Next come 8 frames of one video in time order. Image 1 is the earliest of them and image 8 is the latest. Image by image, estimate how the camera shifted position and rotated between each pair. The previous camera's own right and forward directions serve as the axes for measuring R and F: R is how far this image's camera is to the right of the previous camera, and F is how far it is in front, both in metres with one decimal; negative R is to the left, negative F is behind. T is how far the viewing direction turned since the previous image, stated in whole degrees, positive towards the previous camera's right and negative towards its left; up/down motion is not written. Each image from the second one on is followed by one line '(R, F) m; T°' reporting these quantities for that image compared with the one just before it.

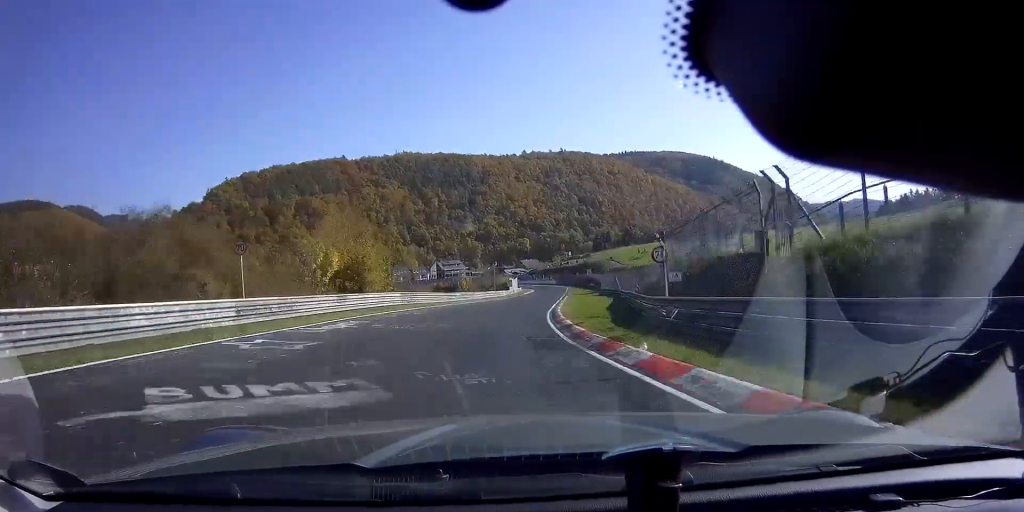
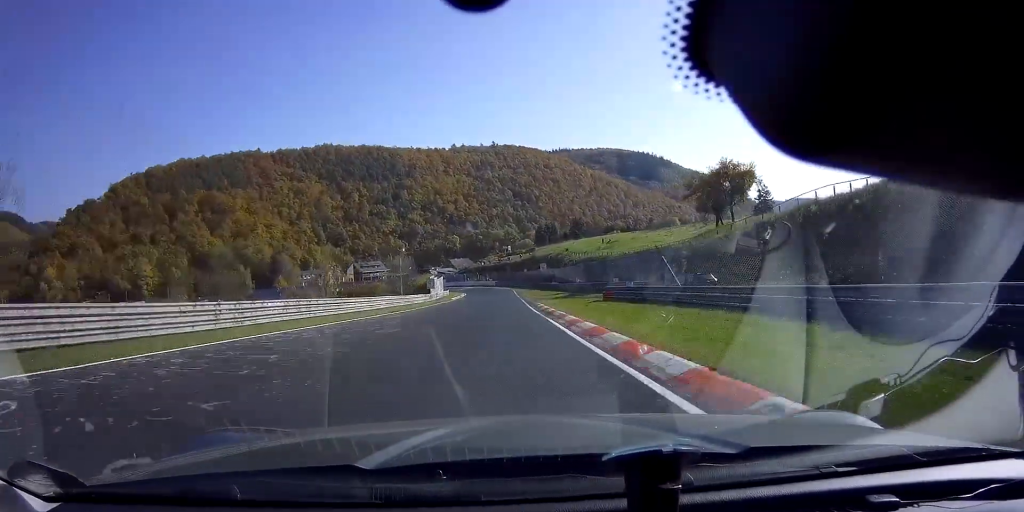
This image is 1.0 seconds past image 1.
(+2.2, +38.6) m; +5°
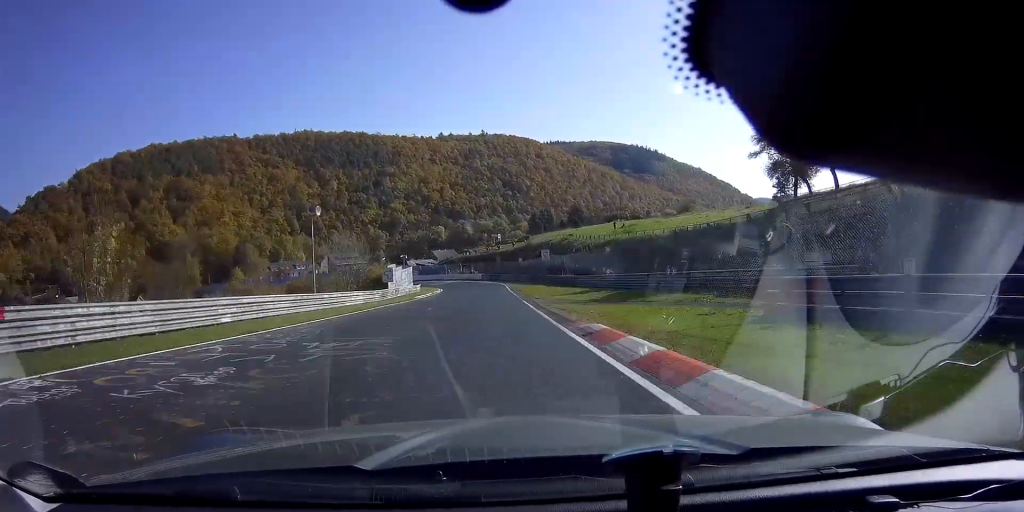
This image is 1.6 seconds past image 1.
(+0.6, +24.0) m; +1°
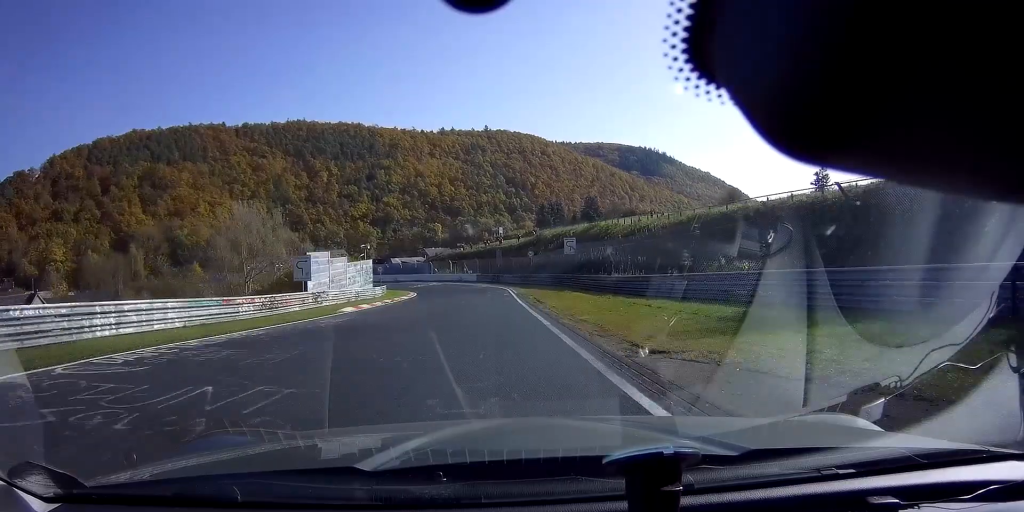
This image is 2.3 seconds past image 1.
(+0.5, +25.1) m; -1°
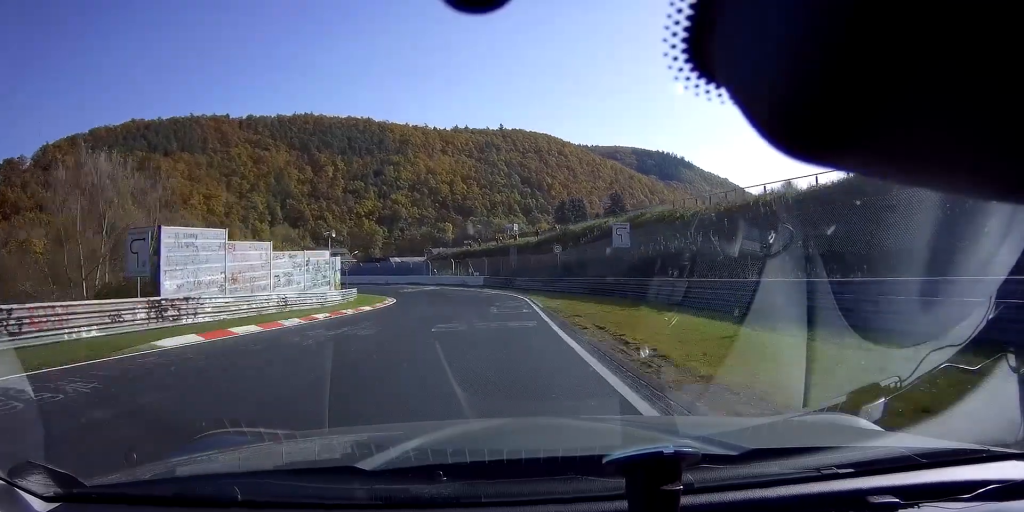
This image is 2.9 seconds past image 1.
(-0.5, +16.7) m; -4°
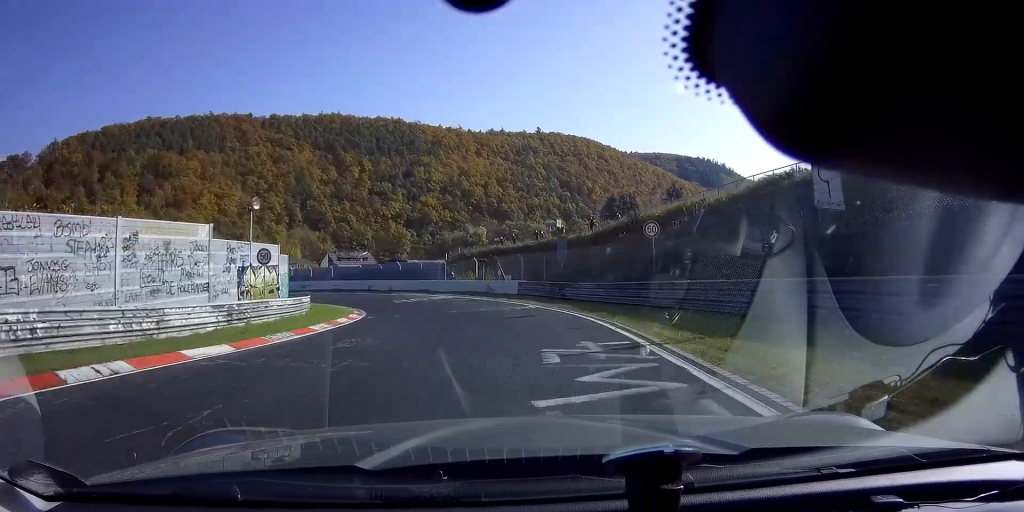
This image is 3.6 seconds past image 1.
(-0.4, +20.9) m; -7°
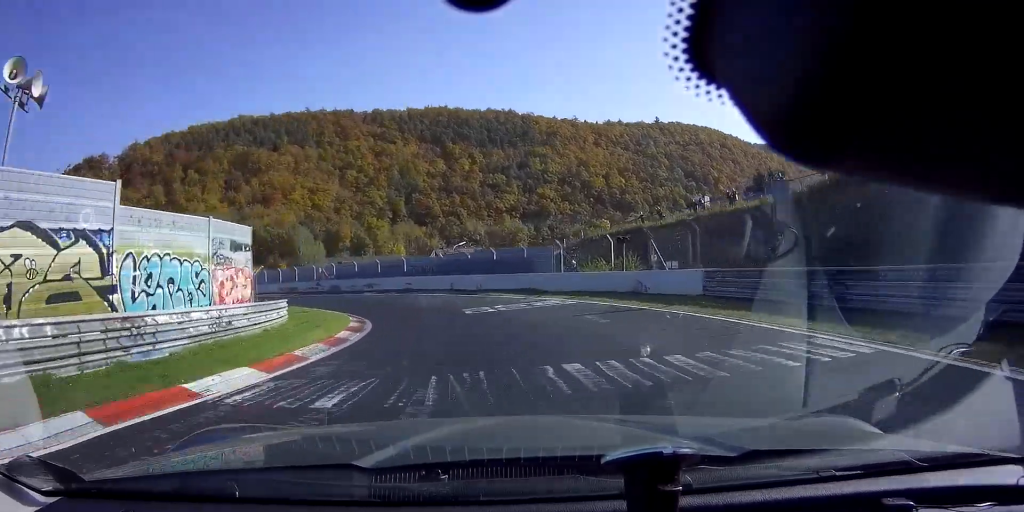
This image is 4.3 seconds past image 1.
(-1.2, +20.0) m; -13°
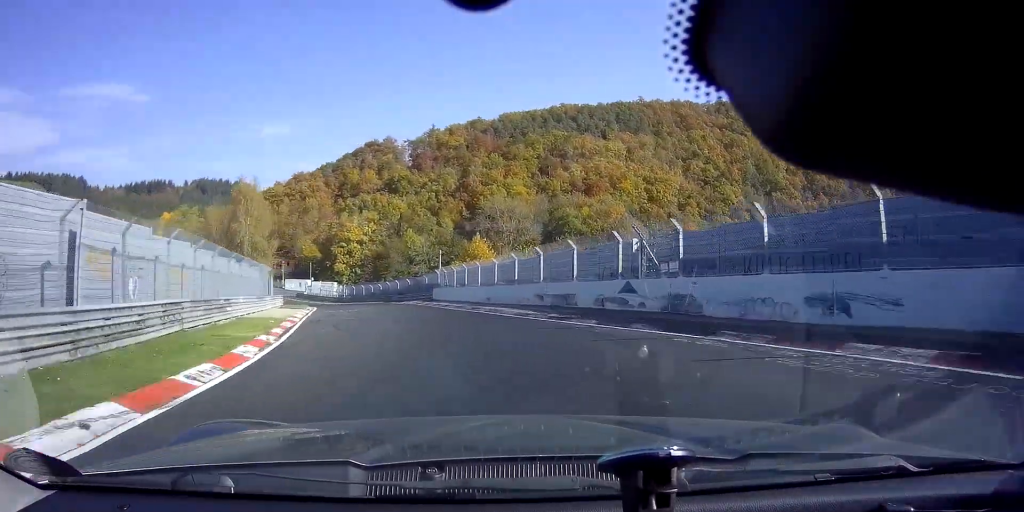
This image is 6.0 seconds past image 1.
(-13.3, +39.5) m; -33°
